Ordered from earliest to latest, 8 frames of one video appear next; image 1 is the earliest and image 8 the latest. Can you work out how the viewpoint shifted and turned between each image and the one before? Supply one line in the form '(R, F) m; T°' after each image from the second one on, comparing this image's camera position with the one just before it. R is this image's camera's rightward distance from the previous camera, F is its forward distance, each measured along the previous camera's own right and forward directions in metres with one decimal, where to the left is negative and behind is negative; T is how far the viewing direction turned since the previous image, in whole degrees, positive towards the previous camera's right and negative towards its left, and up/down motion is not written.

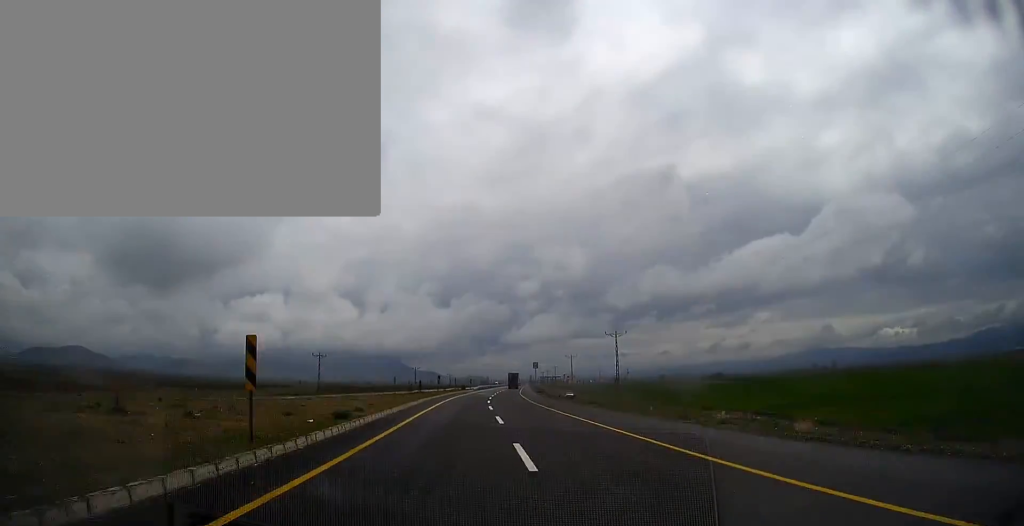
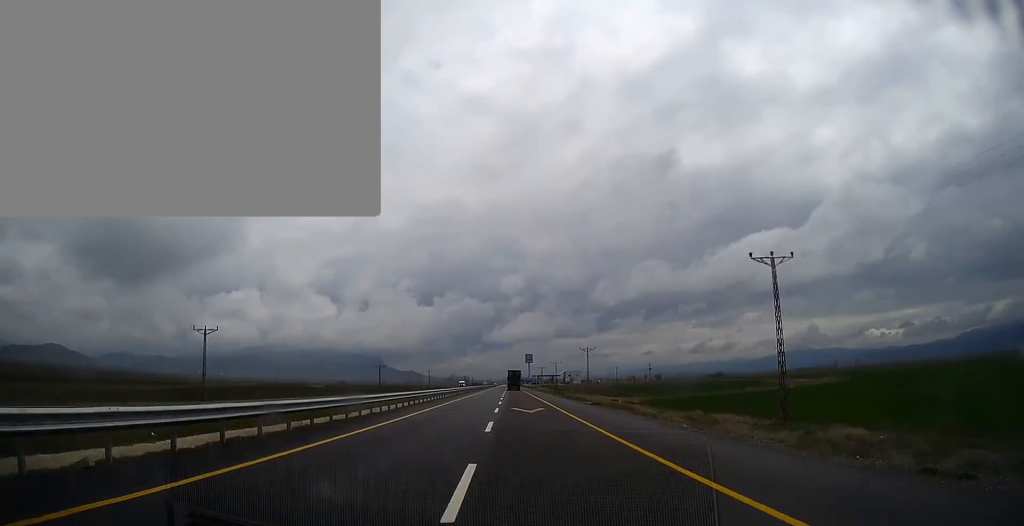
(-1.7, +134.5) m; 0°
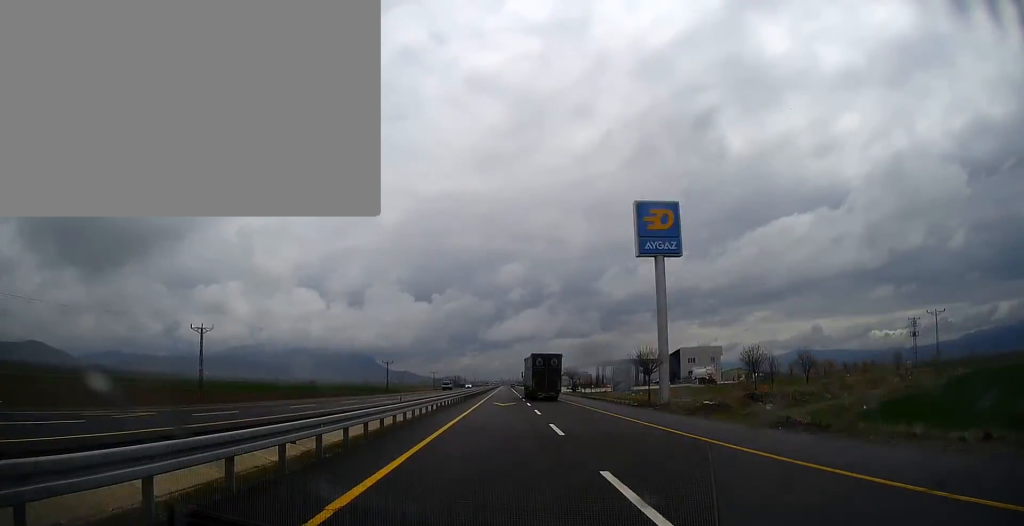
(+2.6, +274.6) m; +1°
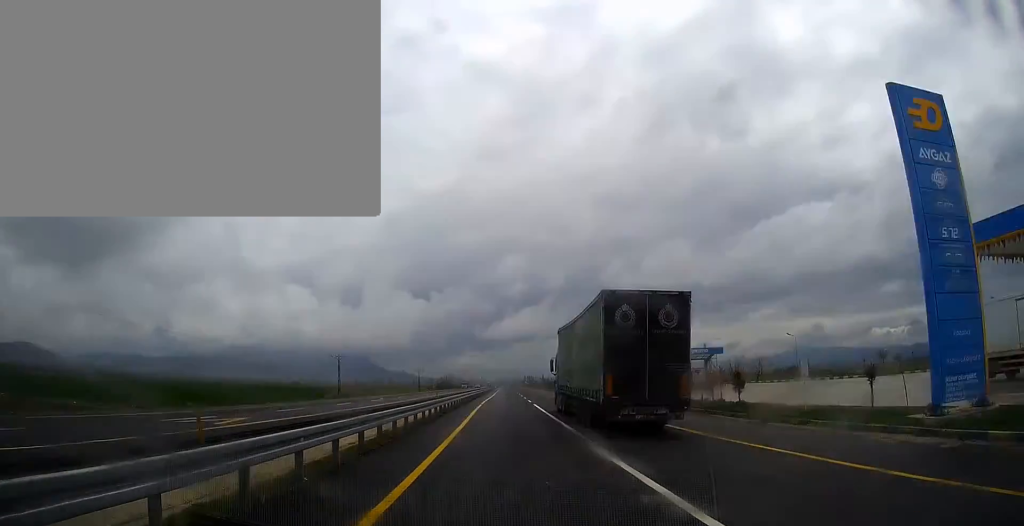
(+0.1, +134.2) m; 0°
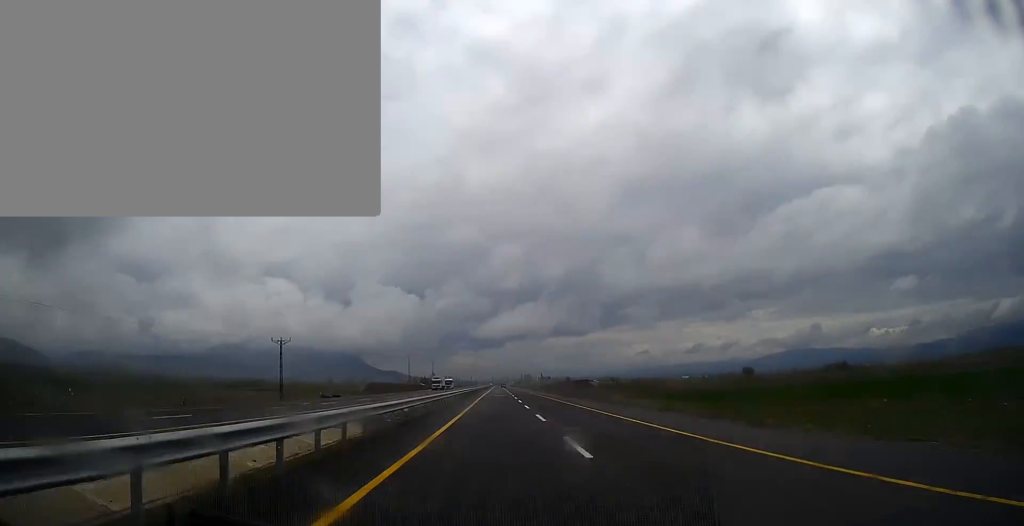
(+1.1, +204.5) m; 0°
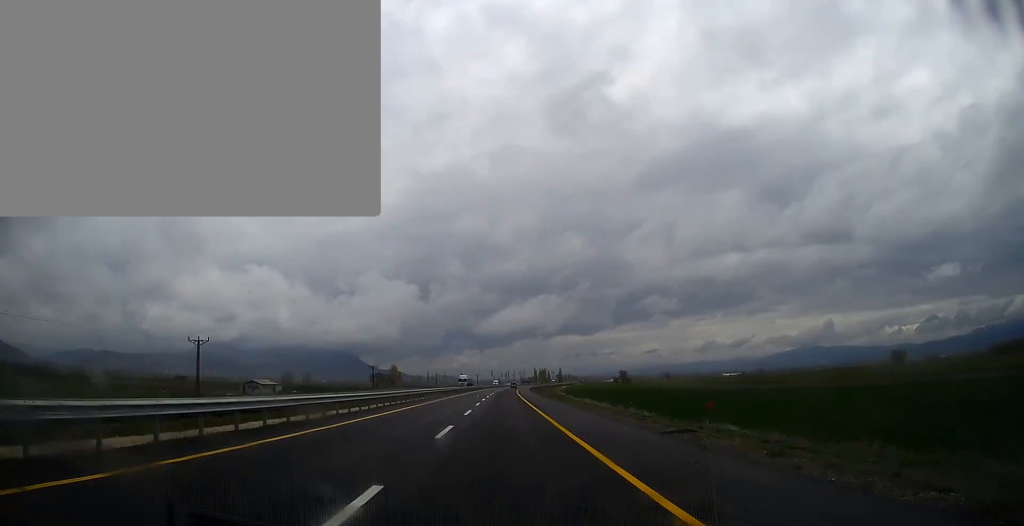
(+0.1, +373.6) m; +1°
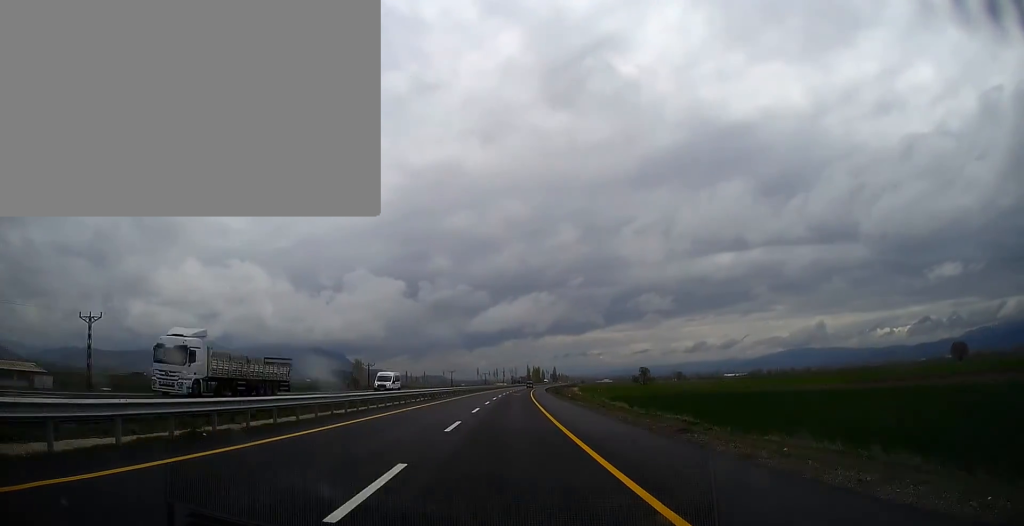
(+0.4, +105.0) m; +2°
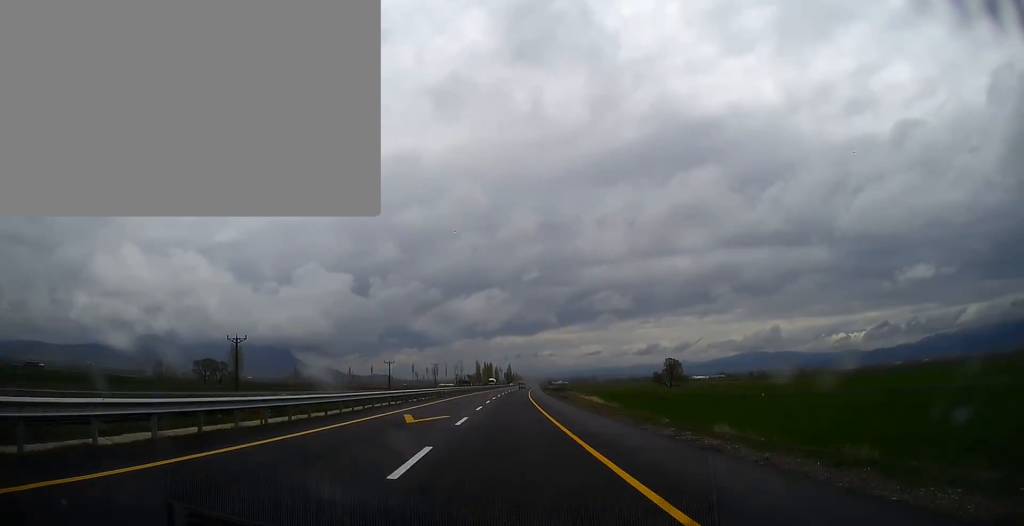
(+3.9, +151.6) m; +3°
